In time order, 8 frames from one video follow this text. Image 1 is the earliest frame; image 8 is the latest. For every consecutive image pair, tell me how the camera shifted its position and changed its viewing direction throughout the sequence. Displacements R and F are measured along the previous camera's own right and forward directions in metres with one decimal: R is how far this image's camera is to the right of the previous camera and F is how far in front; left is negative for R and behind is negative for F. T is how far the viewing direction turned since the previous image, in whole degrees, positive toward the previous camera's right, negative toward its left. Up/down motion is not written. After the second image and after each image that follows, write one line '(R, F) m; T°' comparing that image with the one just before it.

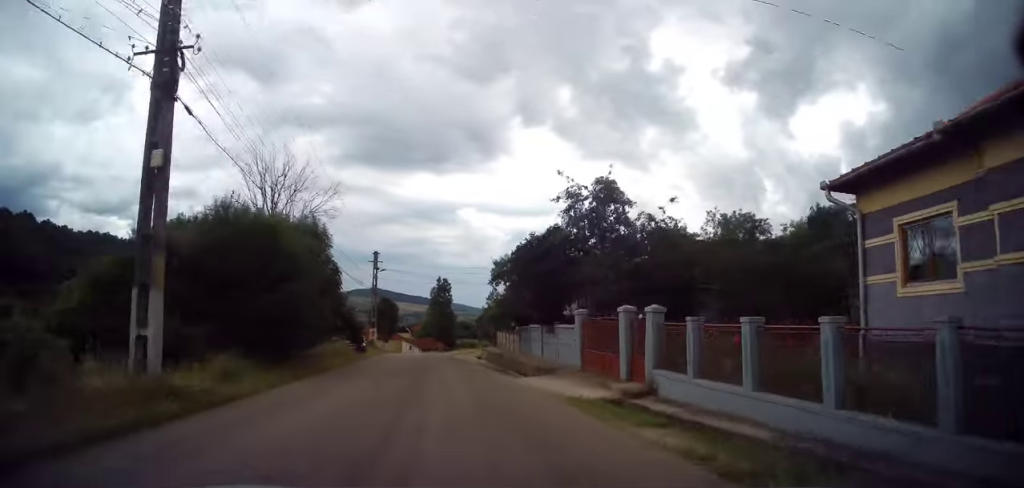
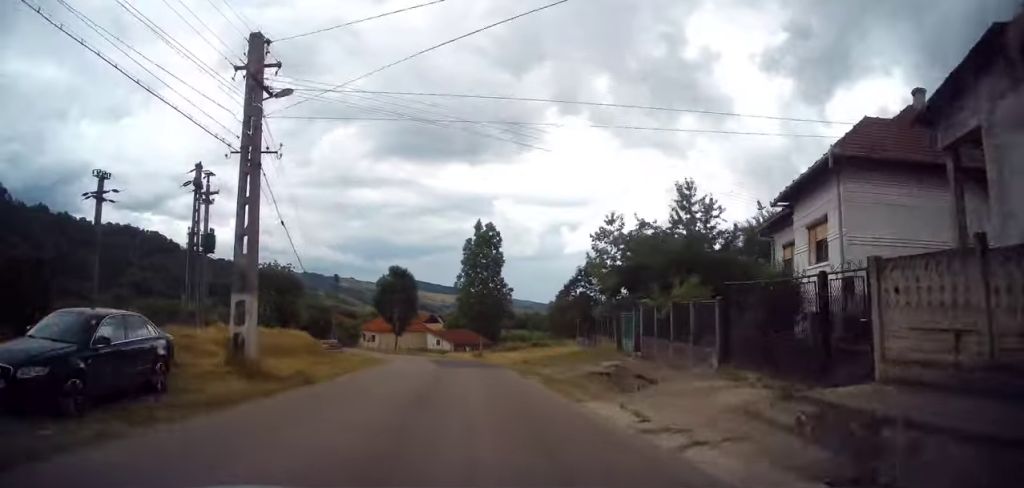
(-2.3, +35.9) m; -5°
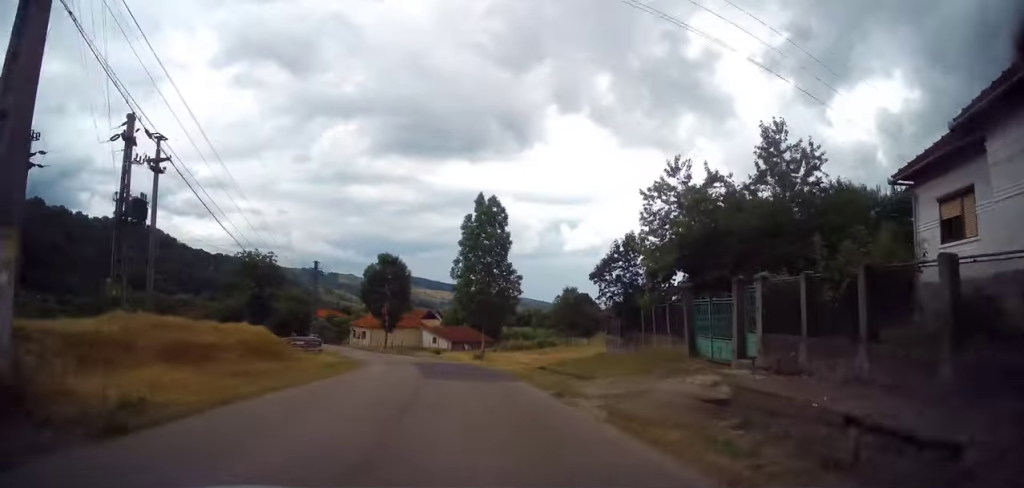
(0.0, +8.0) m; 0°
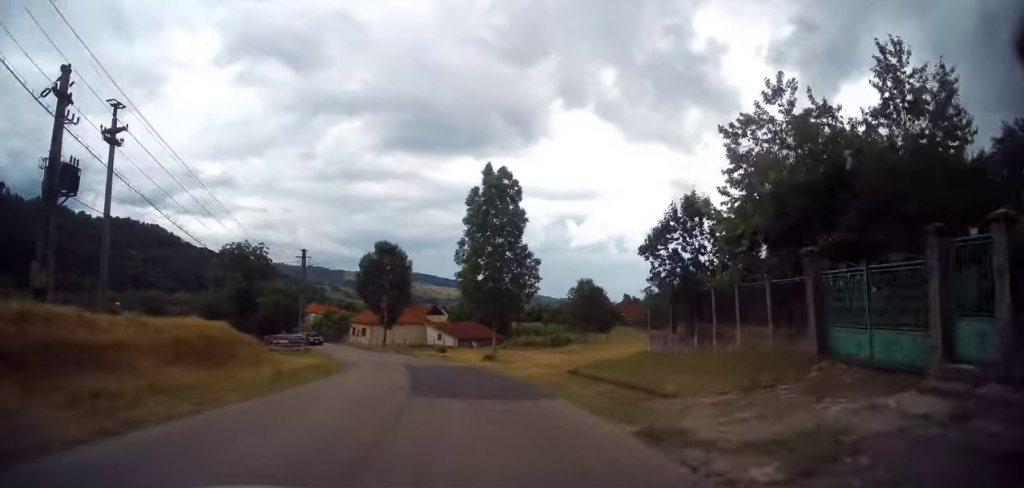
(0.0, +6.0) m; -1°
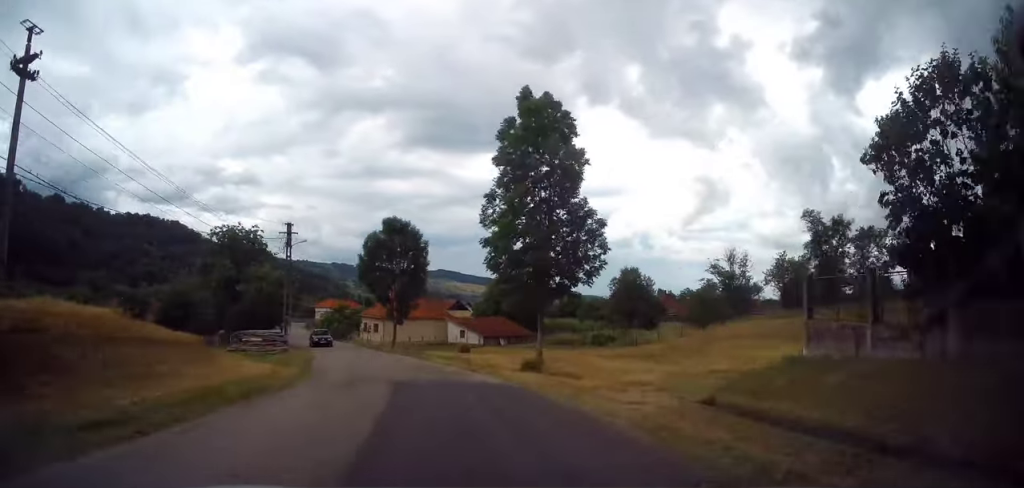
(+0.2, +9.9) m; -2°
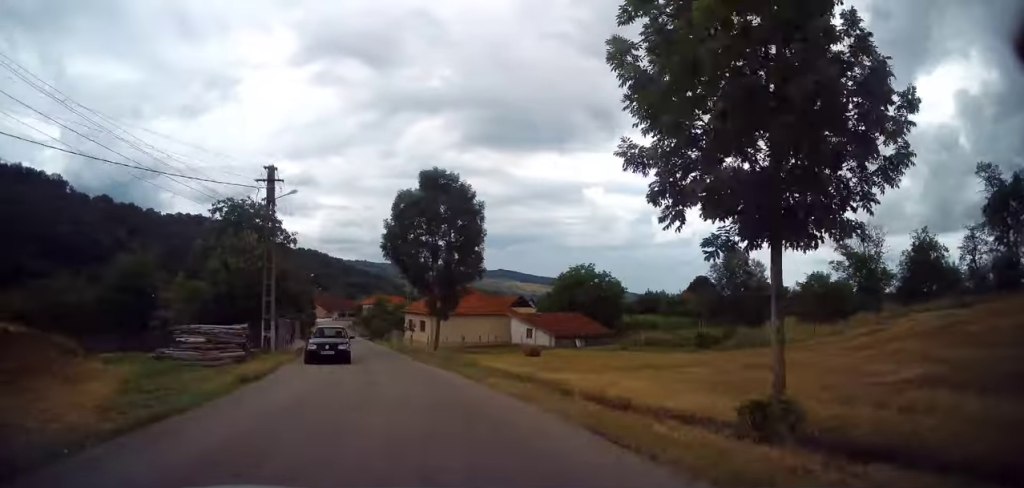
(-0.8, +13.0) m; -6°
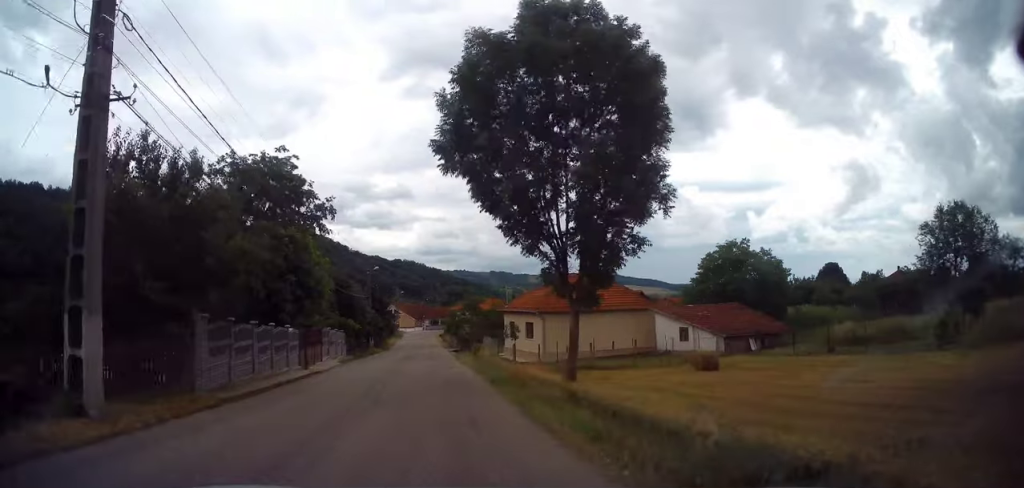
(-1.2, +17.3) m; -7°
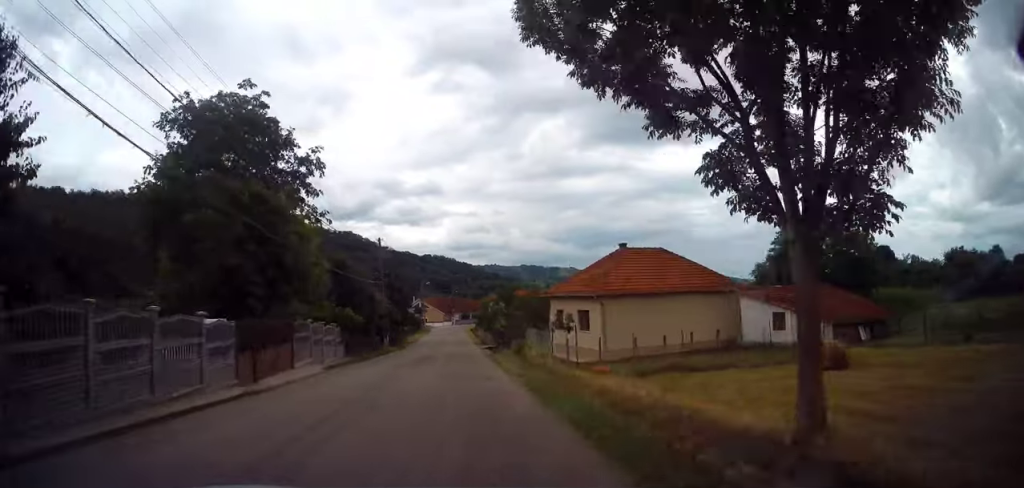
(-0.3, +9.0) m; -3°
